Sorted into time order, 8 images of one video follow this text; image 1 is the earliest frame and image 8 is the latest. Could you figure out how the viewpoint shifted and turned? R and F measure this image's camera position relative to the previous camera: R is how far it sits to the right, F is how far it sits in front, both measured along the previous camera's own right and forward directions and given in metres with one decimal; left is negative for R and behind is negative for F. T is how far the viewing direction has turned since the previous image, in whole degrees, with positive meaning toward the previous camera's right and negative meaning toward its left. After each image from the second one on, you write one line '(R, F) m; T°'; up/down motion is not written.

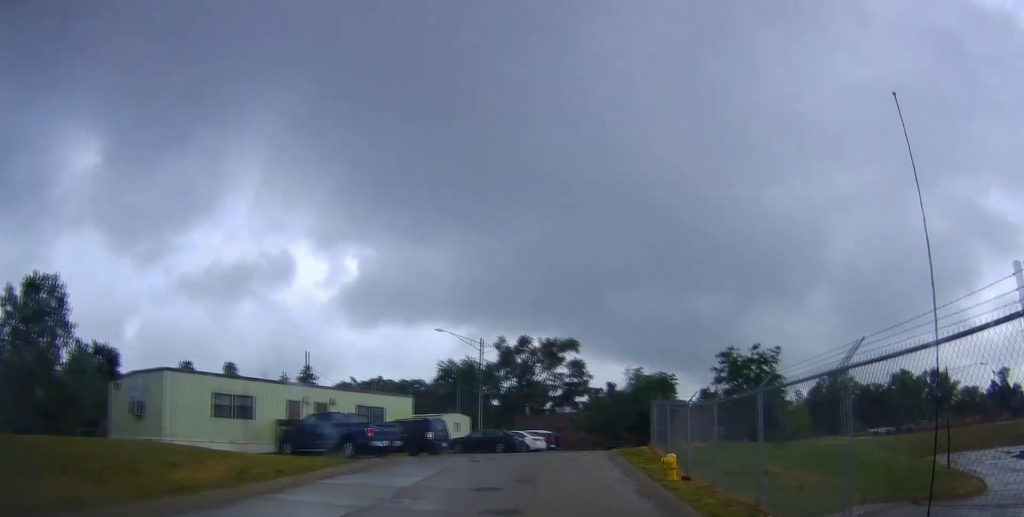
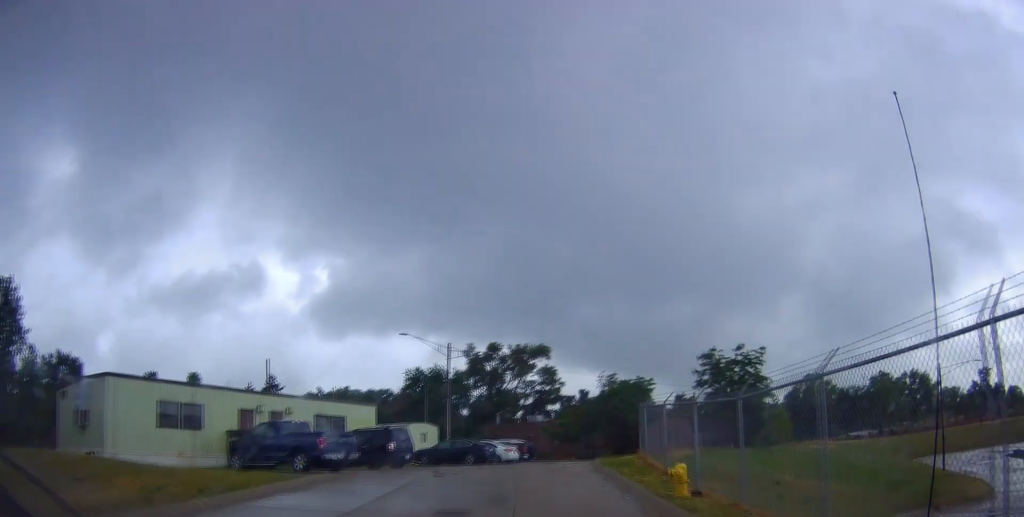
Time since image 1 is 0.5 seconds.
(0.0, +2.6) m; 0°
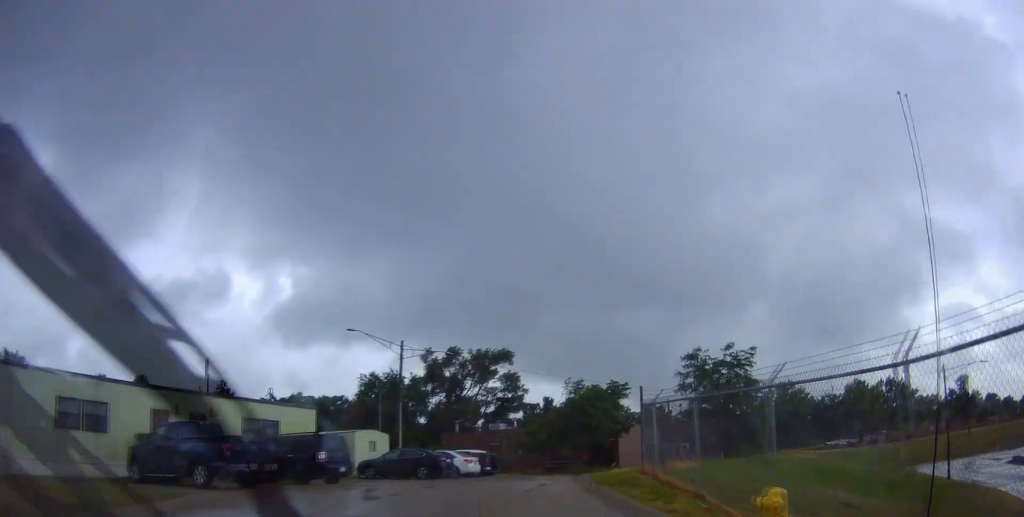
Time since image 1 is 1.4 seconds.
(-0.2, +4.9) m; -1°
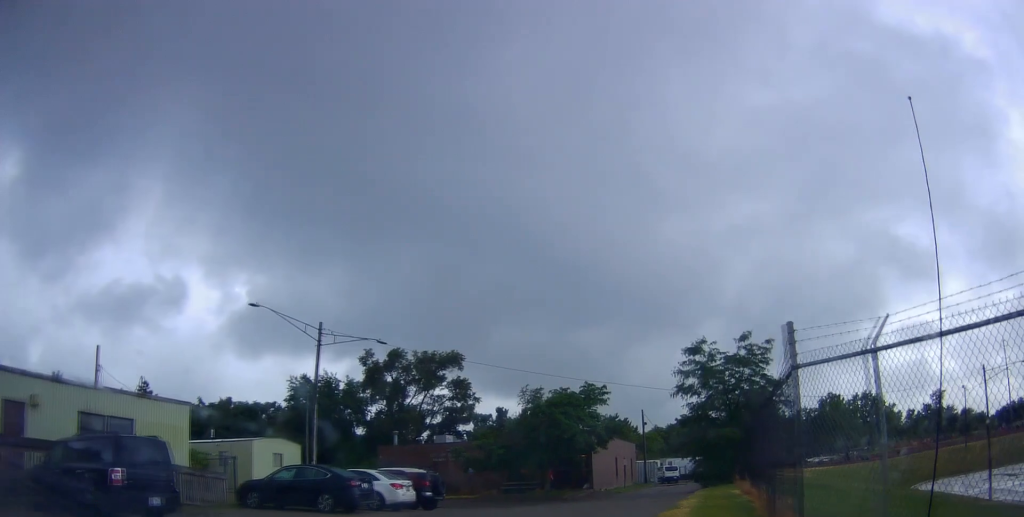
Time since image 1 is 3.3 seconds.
(+0.7, +9.9) m; +13°
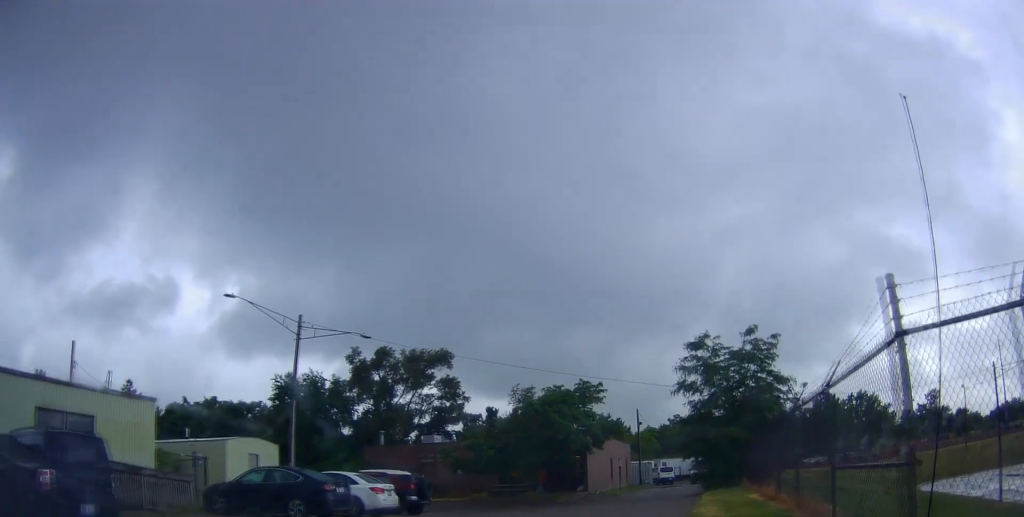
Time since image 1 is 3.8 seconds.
(+0.3, +2.1) m; 0°
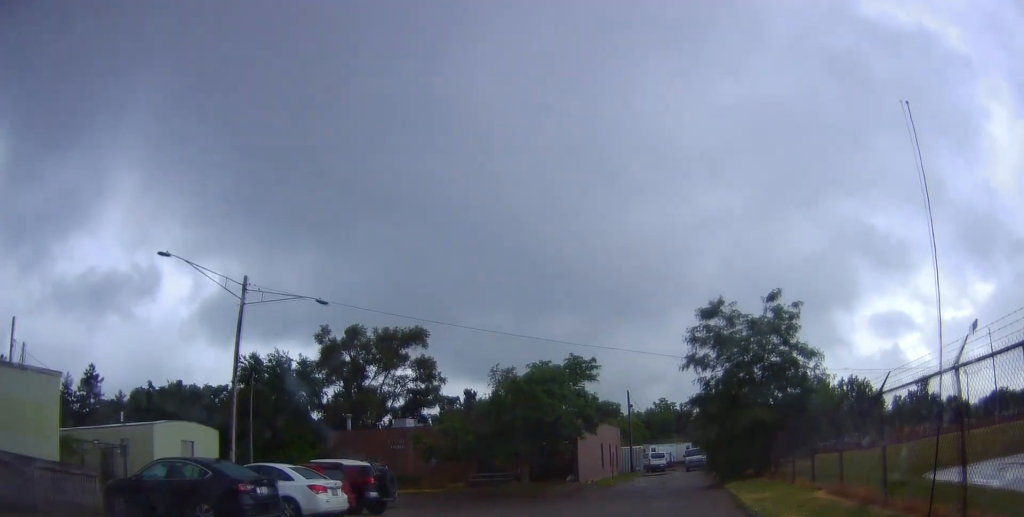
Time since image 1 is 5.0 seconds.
(-0.2, +5.9) m; 0°
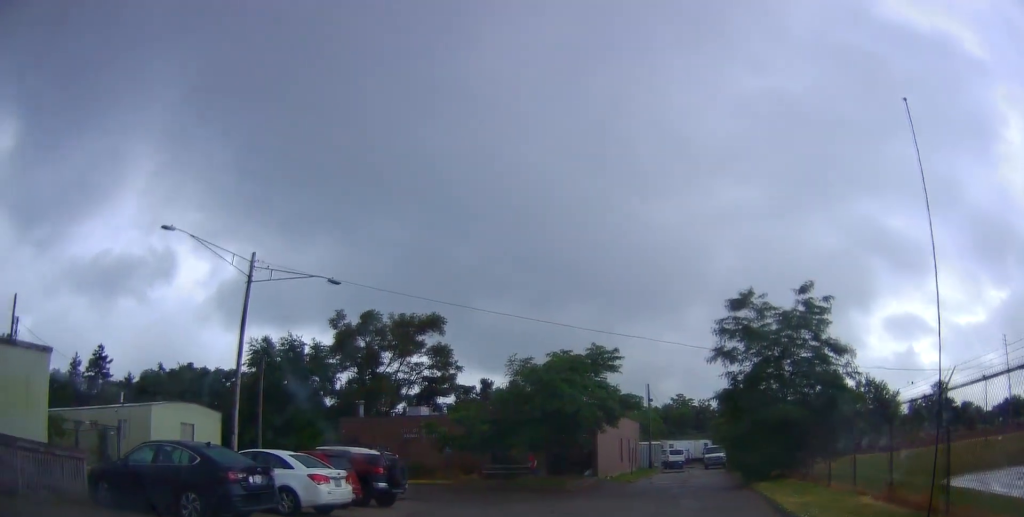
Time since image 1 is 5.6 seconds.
(+0.1, +2.2) m; +2°
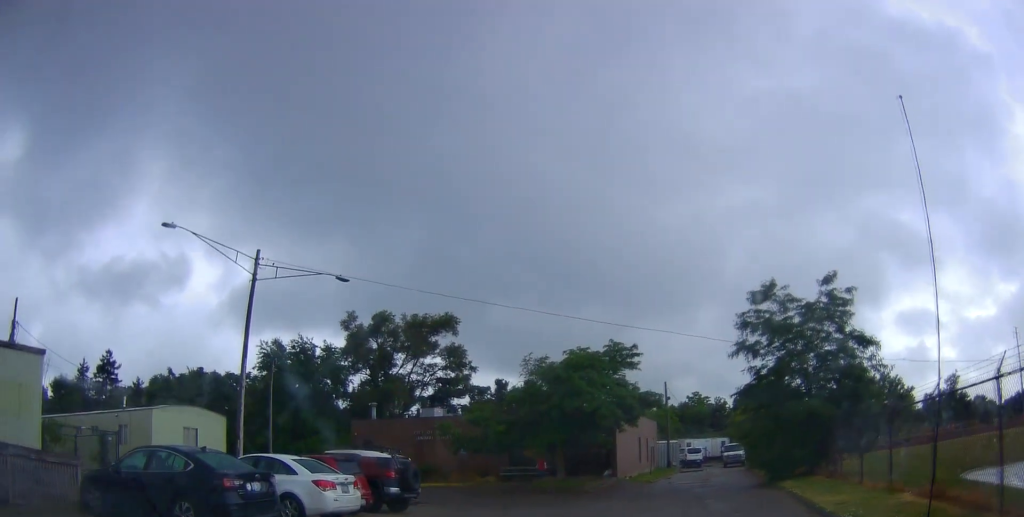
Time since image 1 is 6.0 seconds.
(+0.2, +1.7) m; +2°
